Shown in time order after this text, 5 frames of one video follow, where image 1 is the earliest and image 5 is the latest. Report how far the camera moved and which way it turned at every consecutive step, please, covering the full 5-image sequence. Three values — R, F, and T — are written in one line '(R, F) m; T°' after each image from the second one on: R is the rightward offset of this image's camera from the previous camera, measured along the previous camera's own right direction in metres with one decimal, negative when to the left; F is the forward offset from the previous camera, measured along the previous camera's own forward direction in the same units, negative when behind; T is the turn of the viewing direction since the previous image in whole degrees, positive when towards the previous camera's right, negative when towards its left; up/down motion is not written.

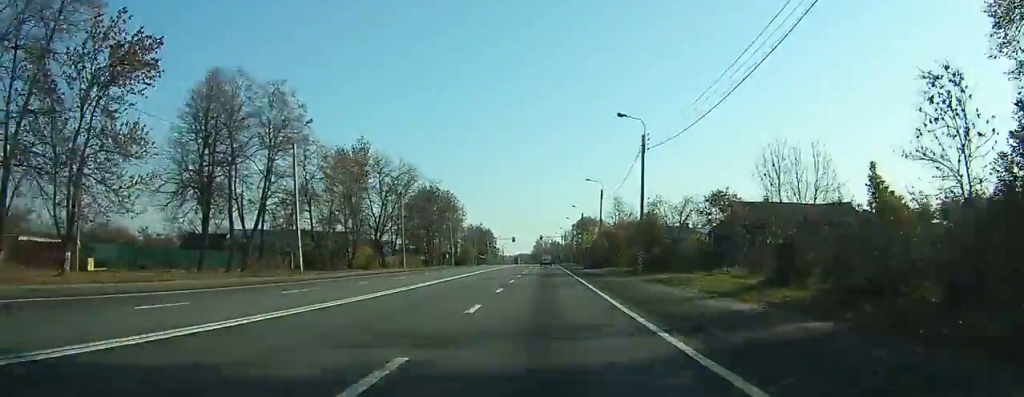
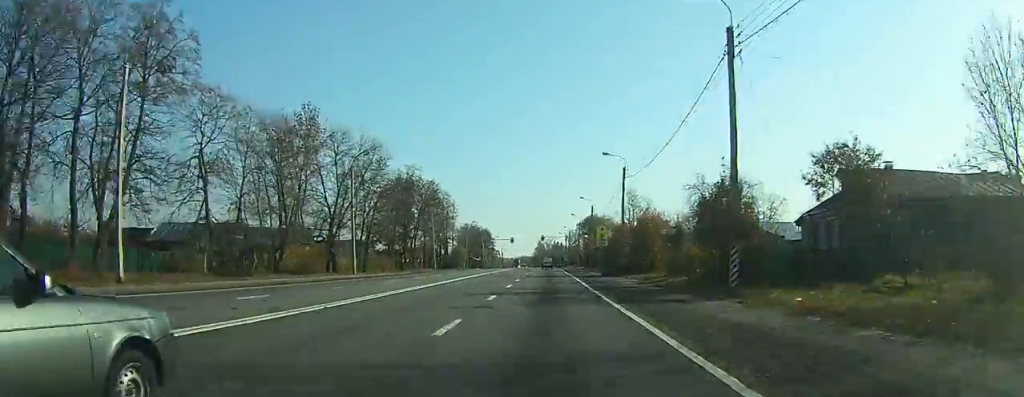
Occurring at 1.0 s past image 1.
(0.0, +17.8) m; 0°
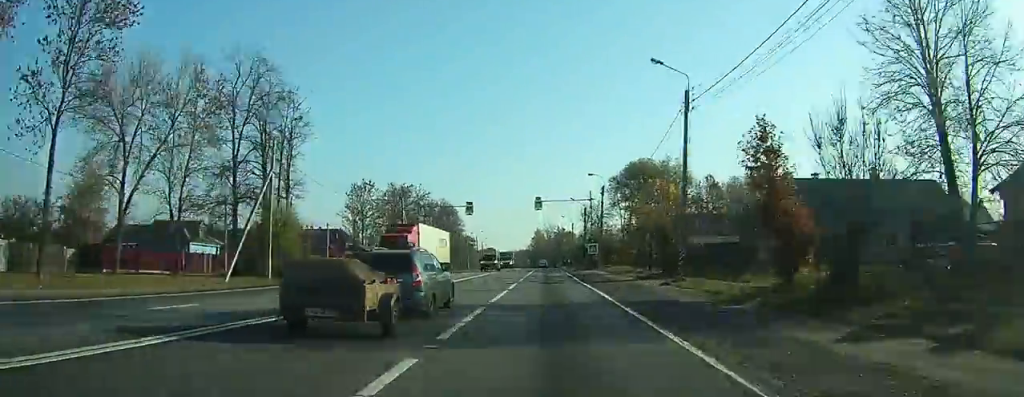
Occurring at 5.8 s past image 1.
(-0.5, +92.5) m; -1°
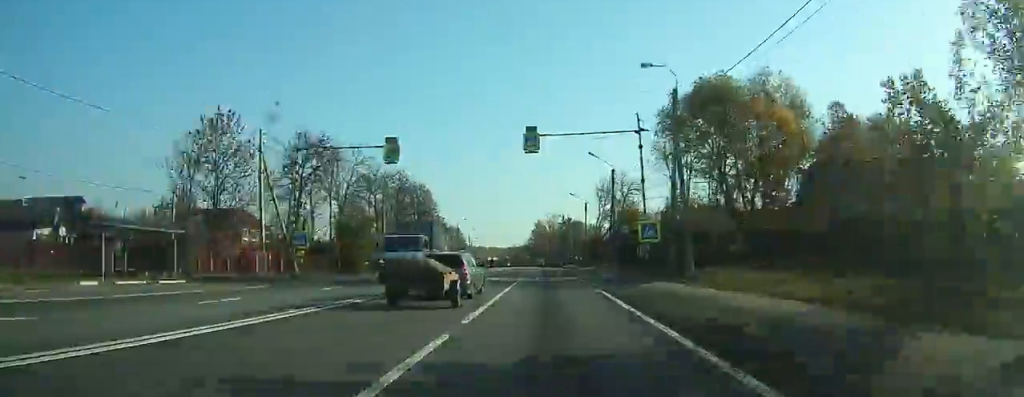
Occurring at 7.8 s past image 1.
(-0.1, +39.8) m; 0°
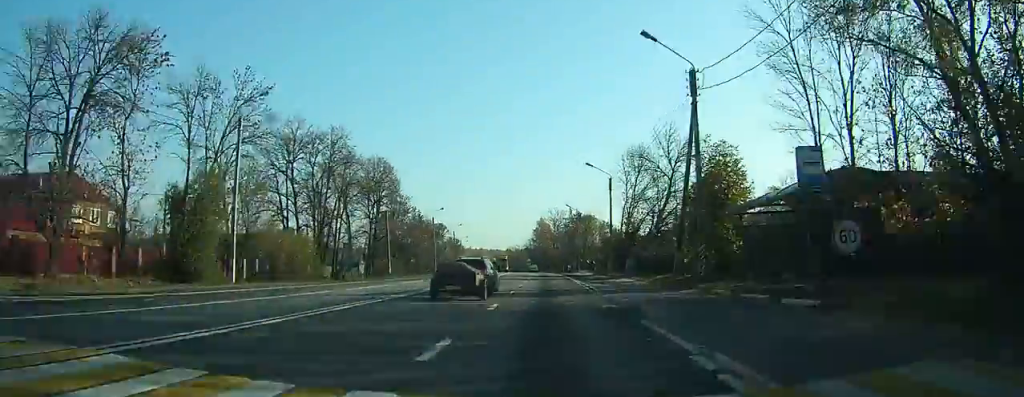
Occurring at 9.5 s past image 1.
(0.0, +30.5) m; 0°
